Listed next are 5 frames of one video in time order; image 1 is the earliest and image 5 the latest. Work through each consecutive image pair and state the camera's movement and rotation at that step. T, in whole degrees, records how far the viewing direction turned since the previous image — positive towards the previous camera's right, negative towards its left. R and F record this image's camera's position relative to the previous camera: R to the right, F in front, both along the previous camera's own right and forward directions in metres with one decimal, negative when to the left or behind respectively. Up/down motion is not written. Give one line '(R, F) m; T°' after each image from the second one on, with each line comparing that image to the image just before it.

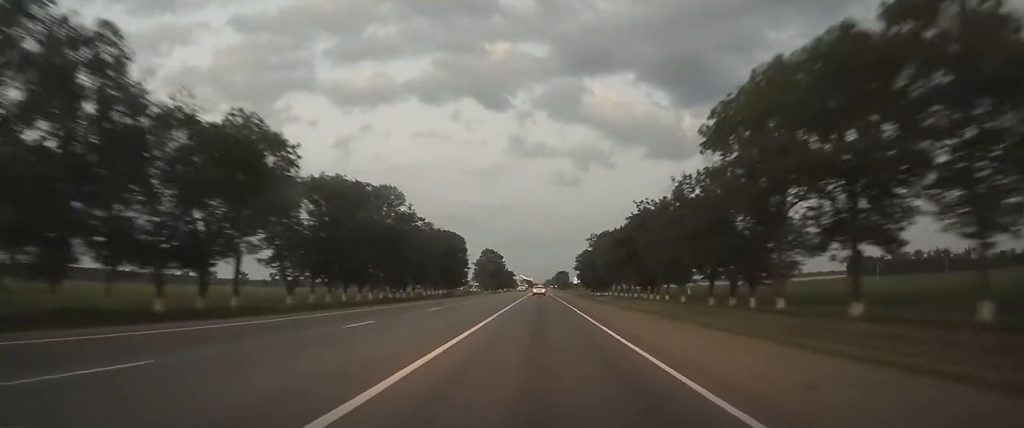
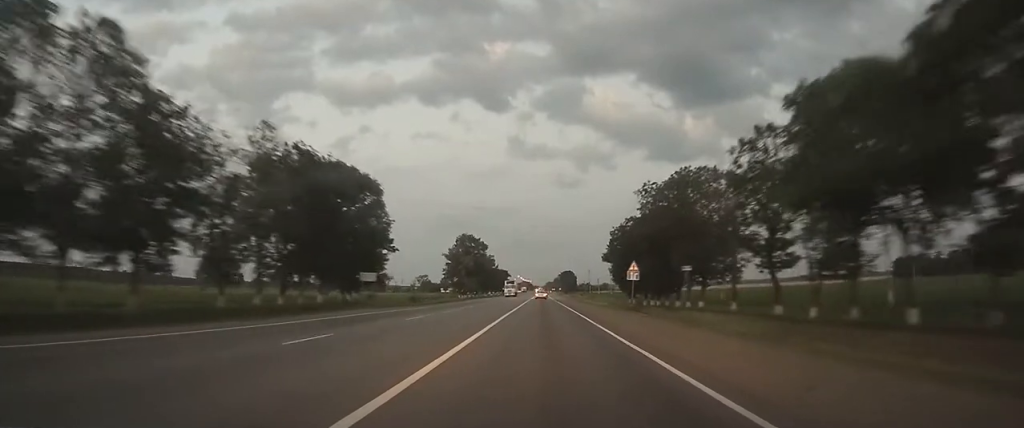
(+0.5, +76.5) m; 0°
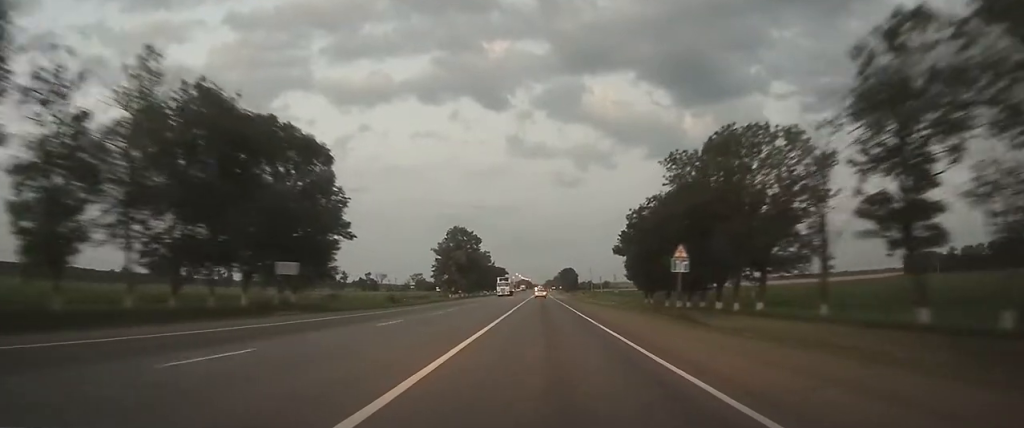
(0.0, +16.4) m; 0°
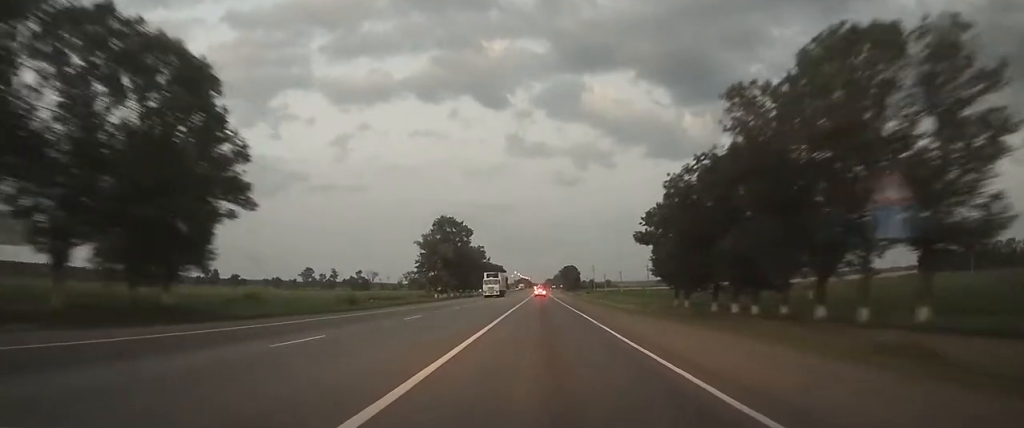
(0.0, +20.2) m; 0°
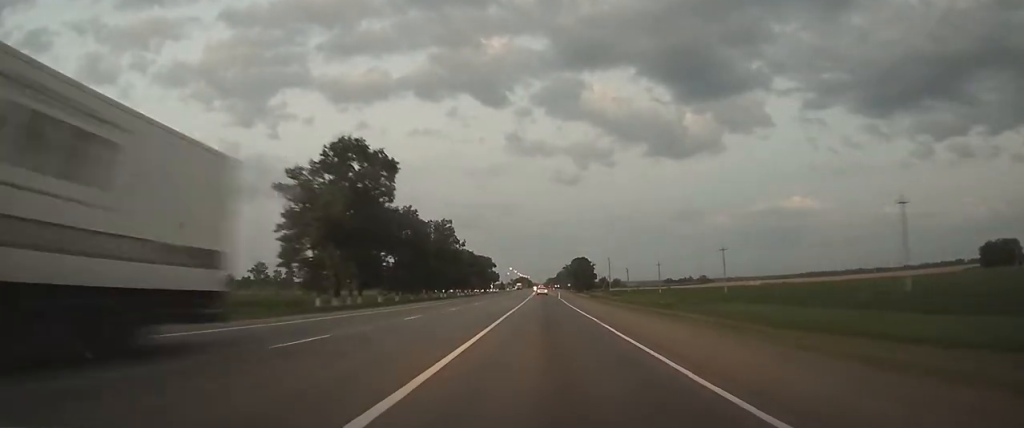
(-0.1, +72.1) m; 0°
